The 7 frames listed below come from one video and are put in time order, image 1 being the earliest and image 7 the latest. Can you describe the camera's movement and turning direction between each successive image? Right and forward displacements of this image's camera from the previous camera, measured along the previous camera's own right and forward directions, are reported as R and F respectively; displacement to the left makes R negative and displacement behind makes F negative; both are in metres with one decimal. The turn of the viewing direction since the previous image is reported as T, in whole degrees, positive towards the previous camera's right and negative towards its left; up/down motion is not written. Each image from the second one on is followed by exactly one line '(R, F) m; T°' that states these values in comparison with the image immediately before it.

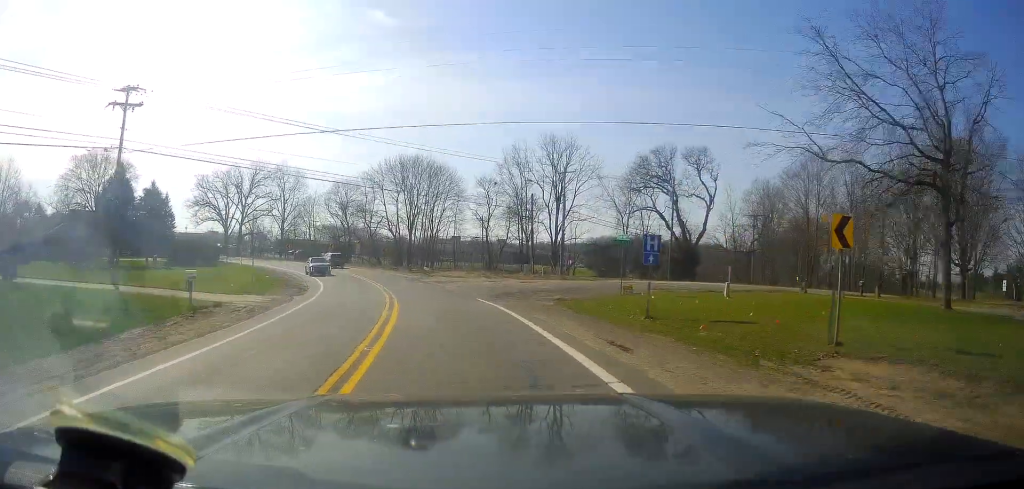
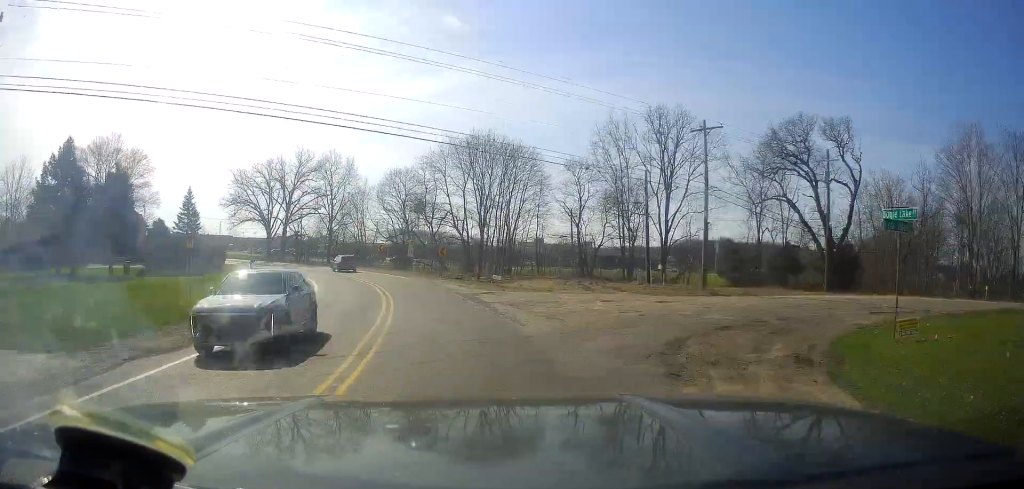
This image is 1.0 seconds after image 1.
(-1.6, +18.4) m; -8°
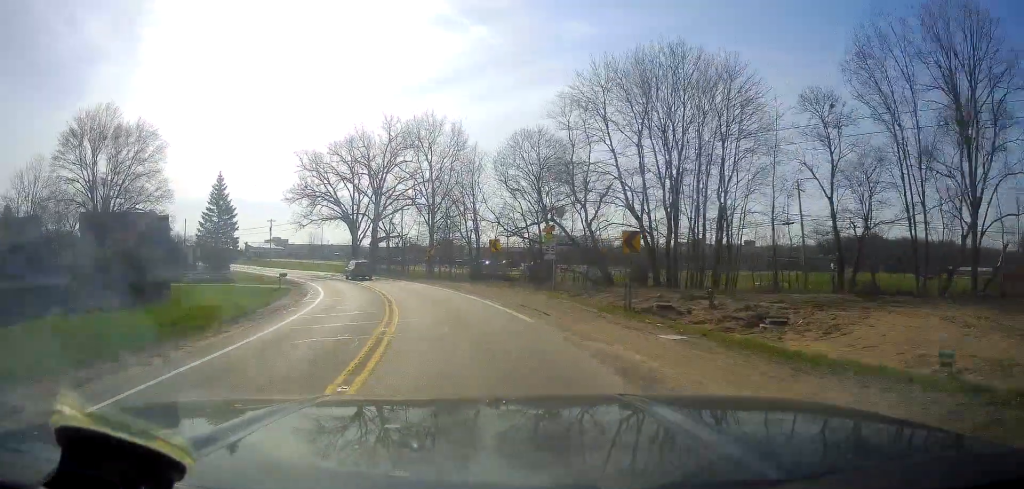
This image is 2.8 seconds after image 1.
(-3.4, +31.0) m; -13°
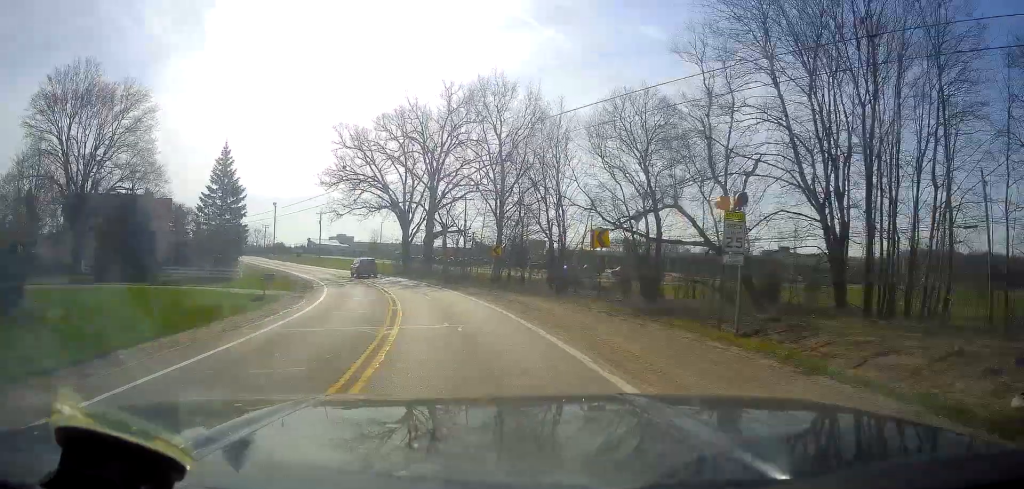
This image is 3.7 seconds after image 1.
(-1.1, +15.8) m; -8°
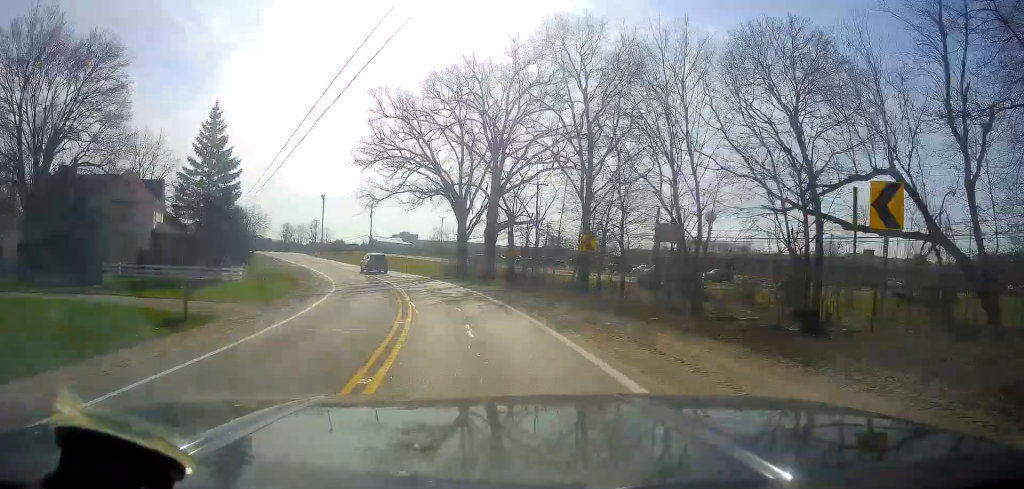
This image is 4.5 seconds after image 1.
(-0.9, +14.2) m; -7°
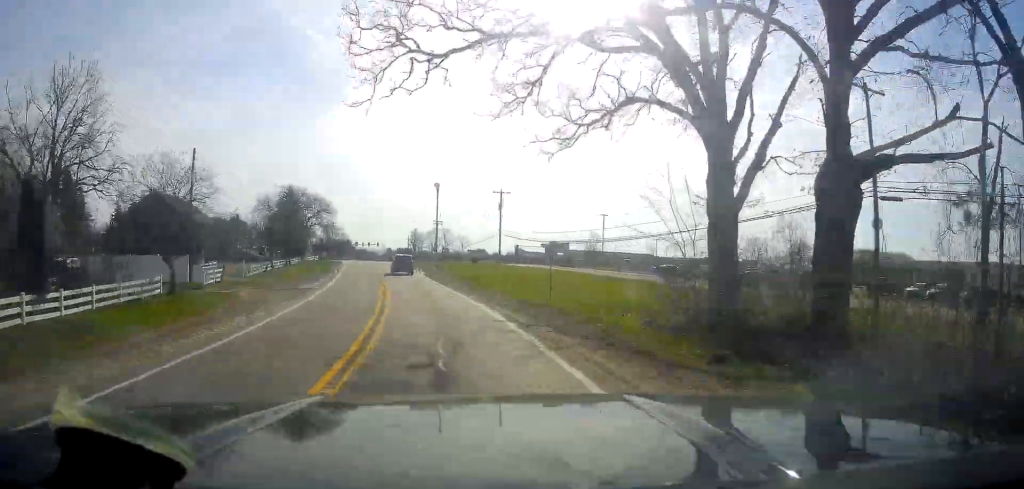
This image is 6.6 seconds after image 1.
(-4.6, +39.1) m; -13°
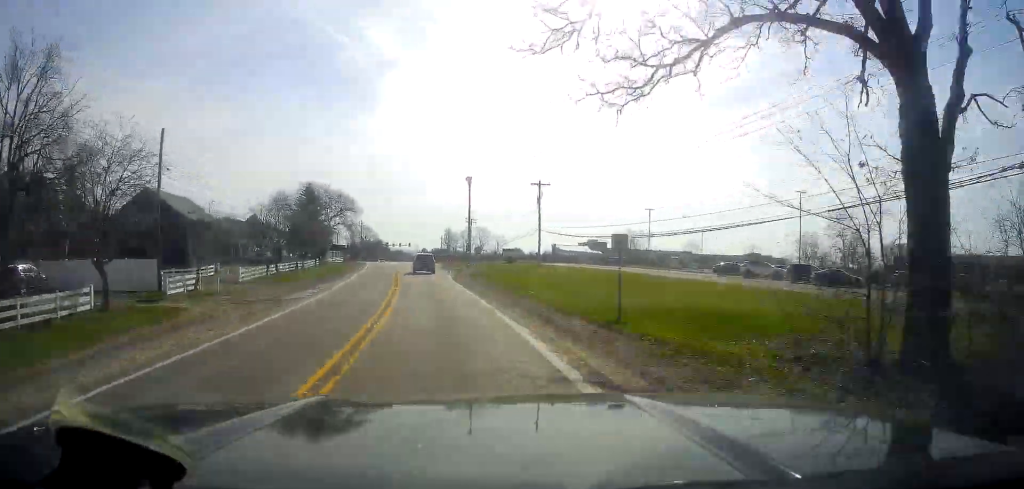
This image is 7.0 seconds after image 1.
(-0.1, +8.2) m; -3°
